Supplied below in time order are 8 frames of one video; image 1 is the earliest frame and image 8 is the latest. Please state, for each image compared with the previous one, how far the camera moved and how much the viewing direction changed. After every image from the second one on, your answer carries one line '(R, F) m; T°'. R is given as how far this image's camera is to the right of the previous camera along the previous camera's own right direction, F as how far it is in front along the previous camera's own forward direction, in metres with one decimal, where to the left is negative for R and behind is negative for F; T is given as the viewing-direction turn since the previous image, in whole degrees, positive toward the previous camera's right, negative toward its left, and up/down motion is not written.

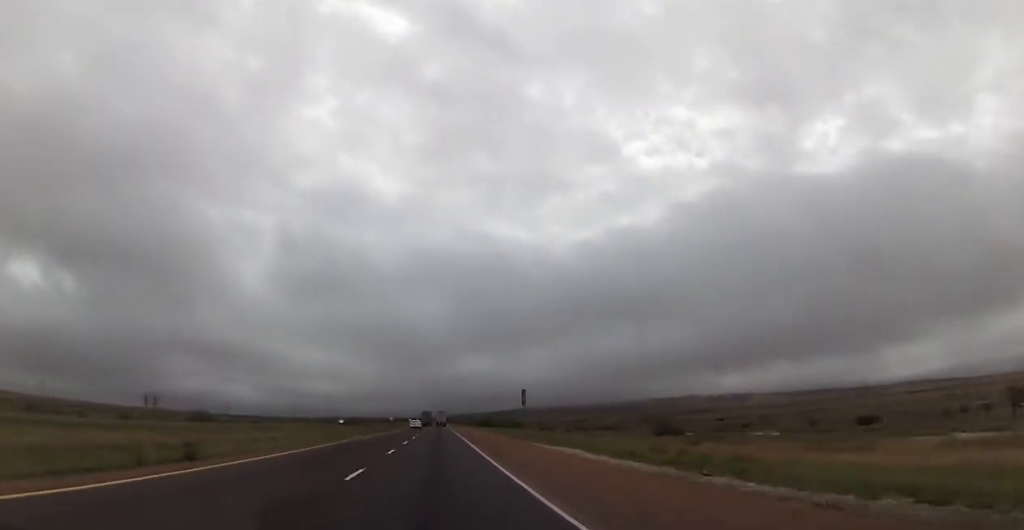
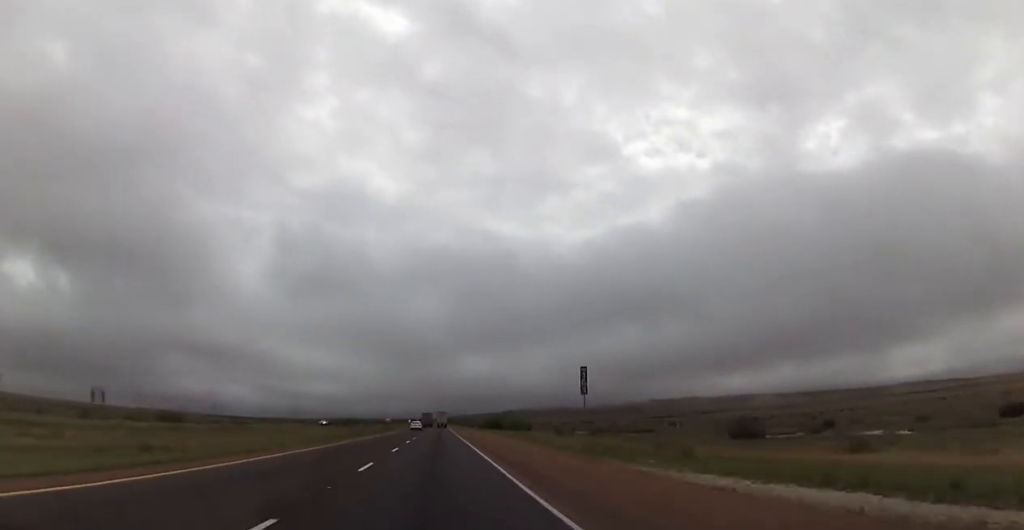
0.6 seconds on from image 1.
(+0.2, +21.6) m; 0°
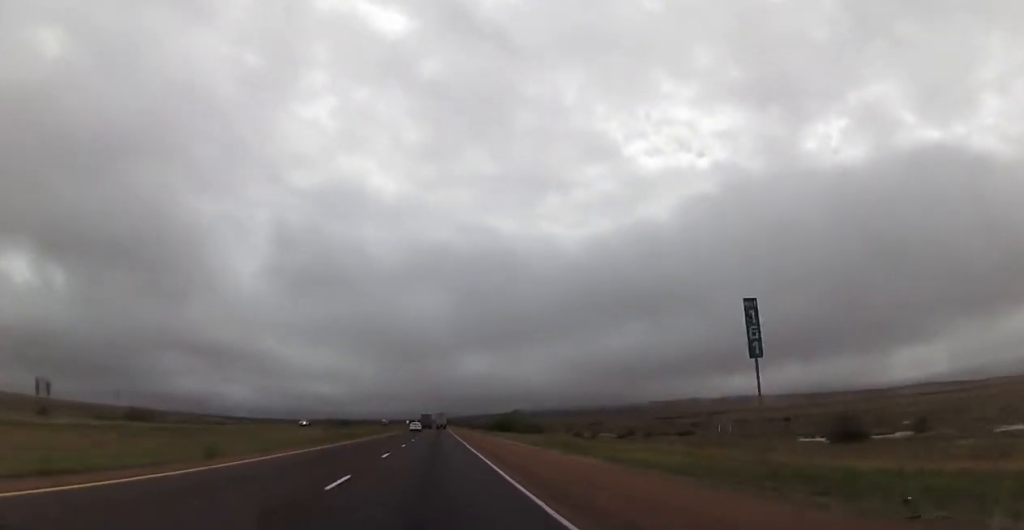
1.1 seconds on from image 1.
(0.0, +16.8) m; 0°
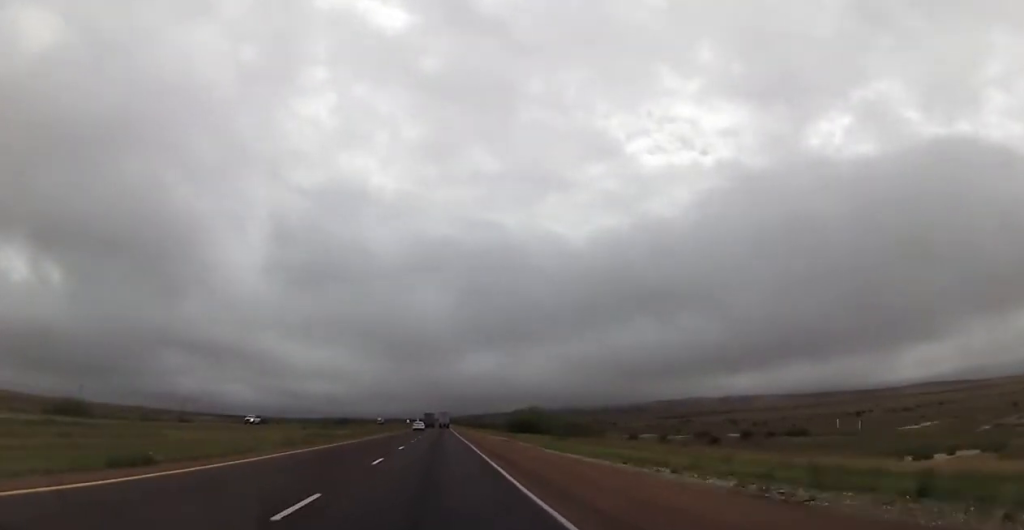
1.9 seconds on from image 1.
(0.0, +28.8) m; 0°
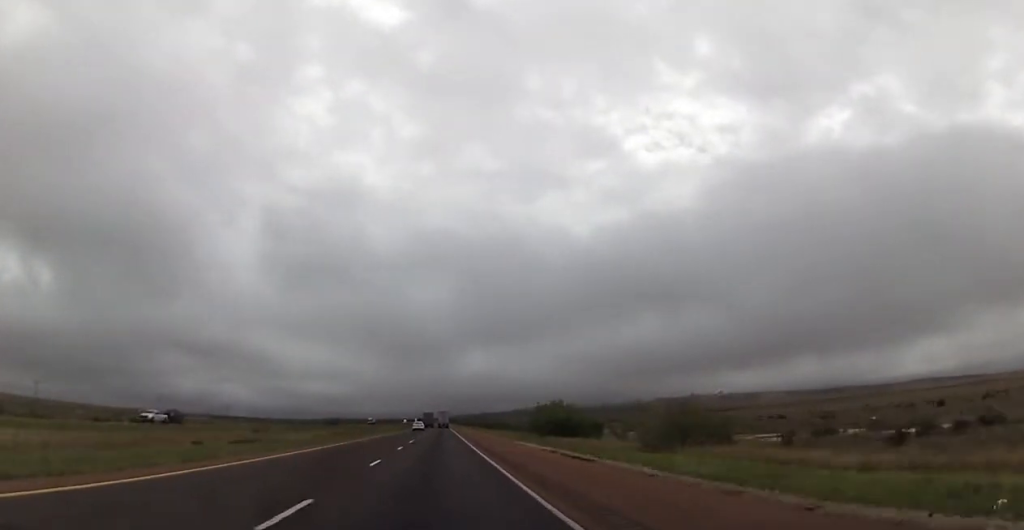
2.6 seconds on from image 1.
(0.0, +25.3) m; 0°
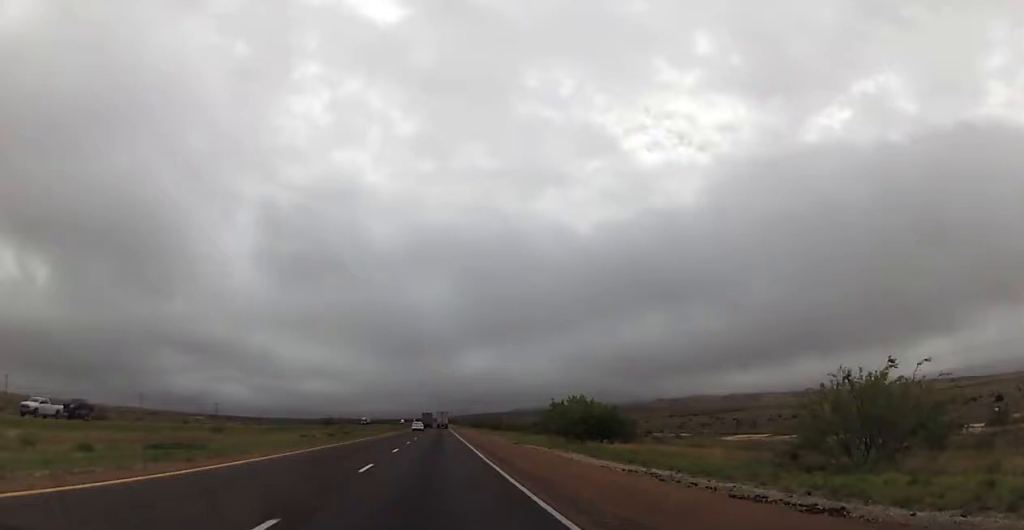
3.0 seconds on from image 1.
(0.0, +14.4) m; 0°
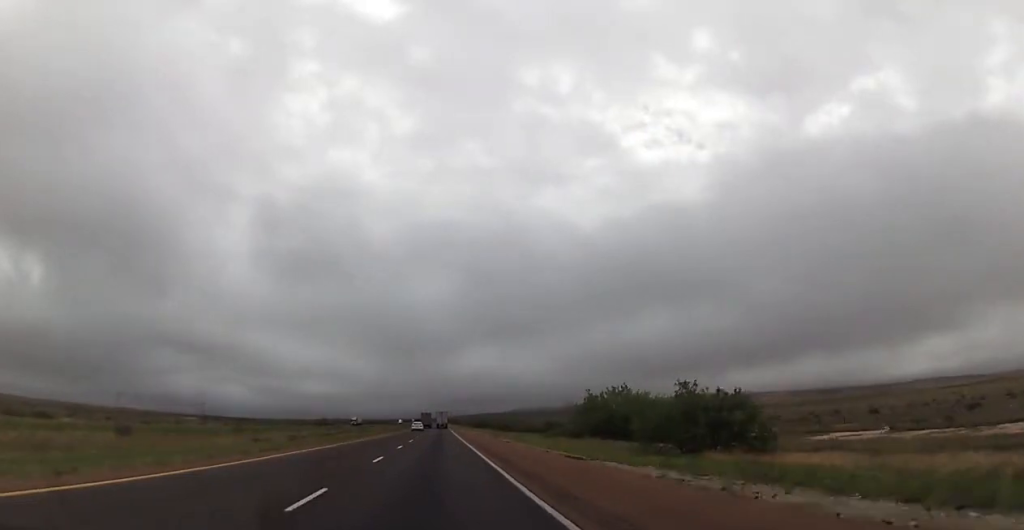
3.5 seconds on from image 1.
(0.0, +20.4) m; 0°
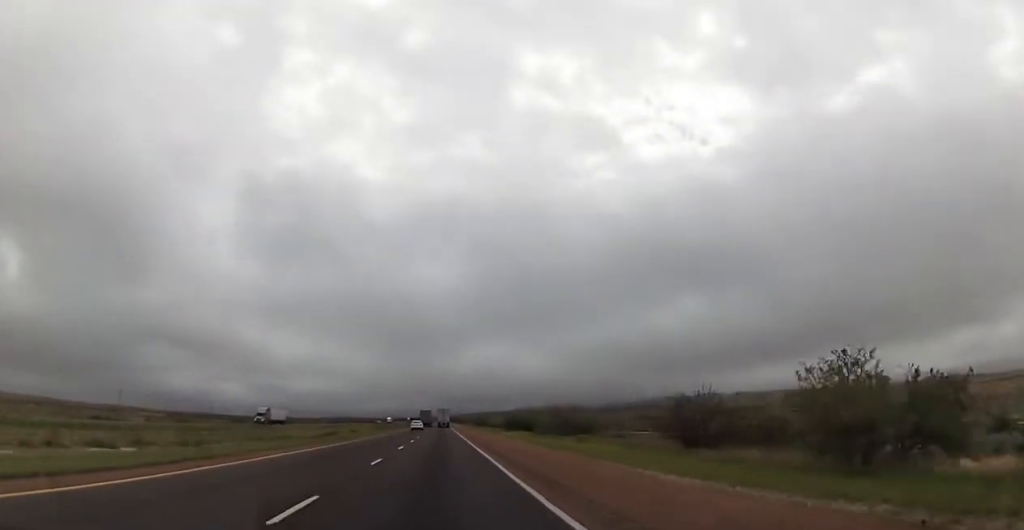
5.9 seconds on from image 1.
(-0.2, +86.7) m; -1°
